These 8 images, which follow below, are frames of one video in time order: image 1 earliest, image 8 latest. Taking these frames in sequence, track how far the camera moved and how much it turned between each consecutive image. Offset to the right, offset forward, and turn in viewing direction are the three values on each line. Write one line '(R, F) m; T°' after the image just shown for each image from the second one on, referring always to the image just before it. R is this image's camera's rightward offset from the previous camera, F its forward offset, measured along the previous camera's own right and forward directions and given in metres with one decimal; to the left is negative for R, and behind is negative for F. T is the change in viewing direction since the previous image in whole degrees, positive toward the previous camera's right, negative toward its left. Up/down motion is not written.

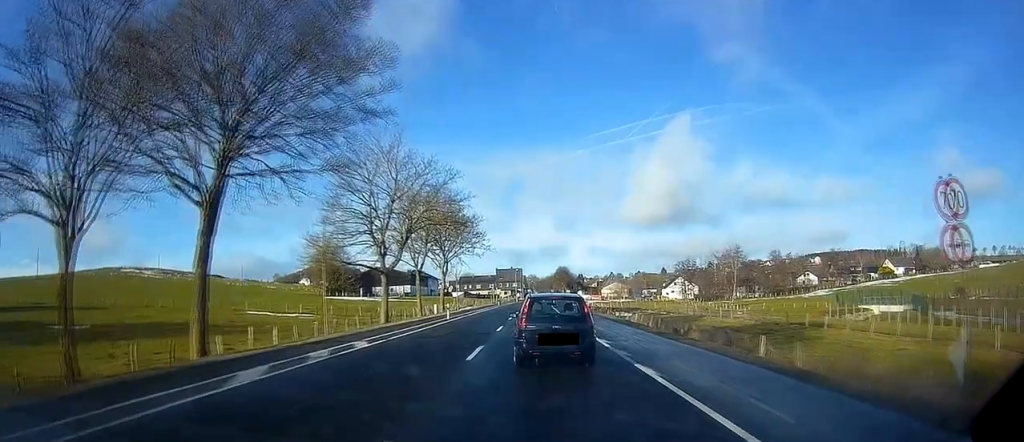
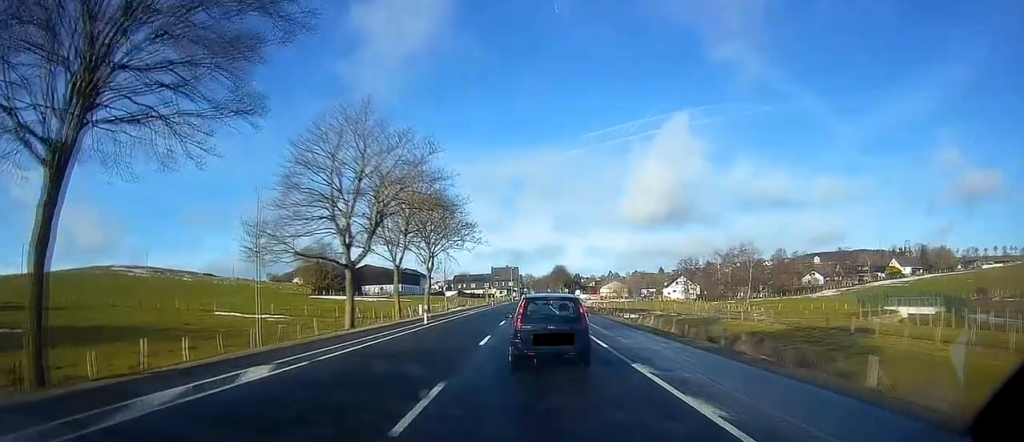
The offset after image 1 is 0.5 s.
(+0.2, +7.9) m; +1°
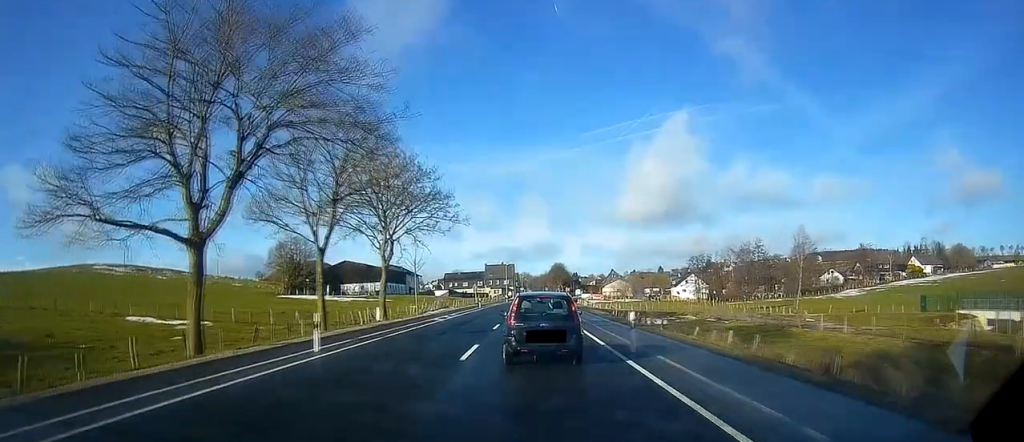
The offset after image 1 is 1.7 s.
(+0.4, +17.1) m; 0°
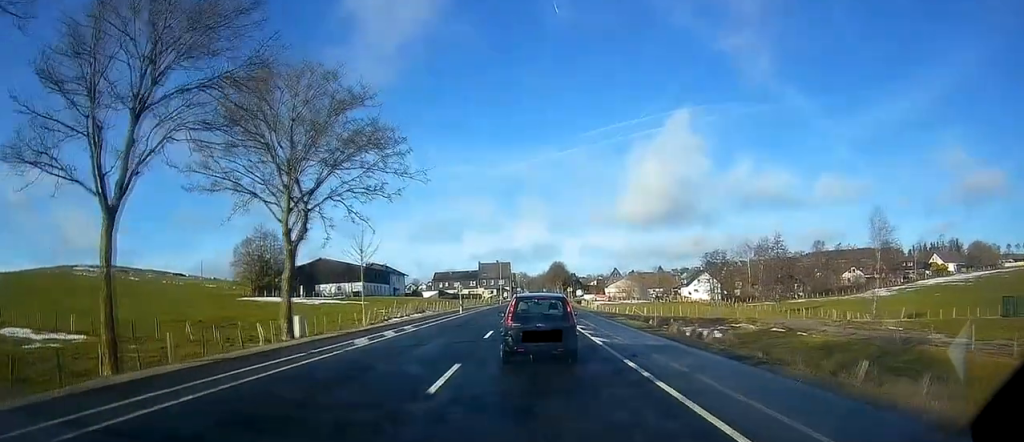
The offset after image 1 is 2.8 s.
(-0.4, +16.9) m; +1°
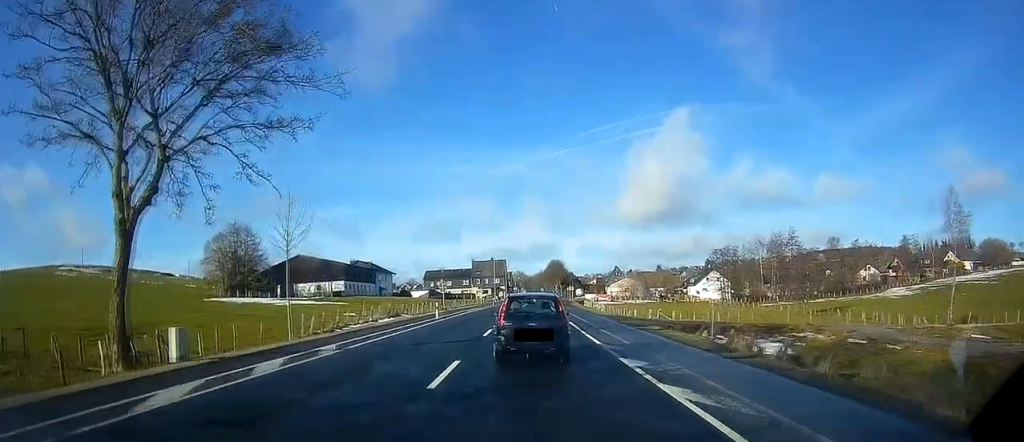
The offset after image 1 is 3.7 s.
(+0.4, +11.6) m; +2°
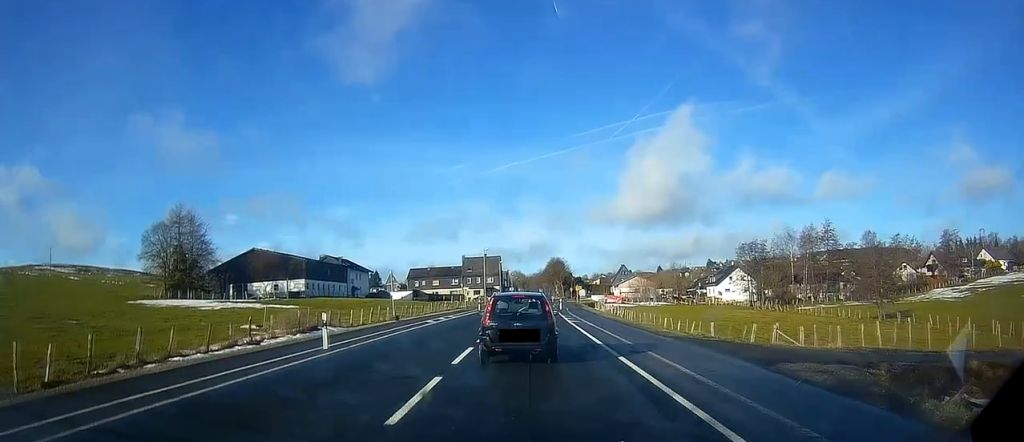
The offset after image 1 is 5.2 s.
(+0.1, +21.4) m; -1°
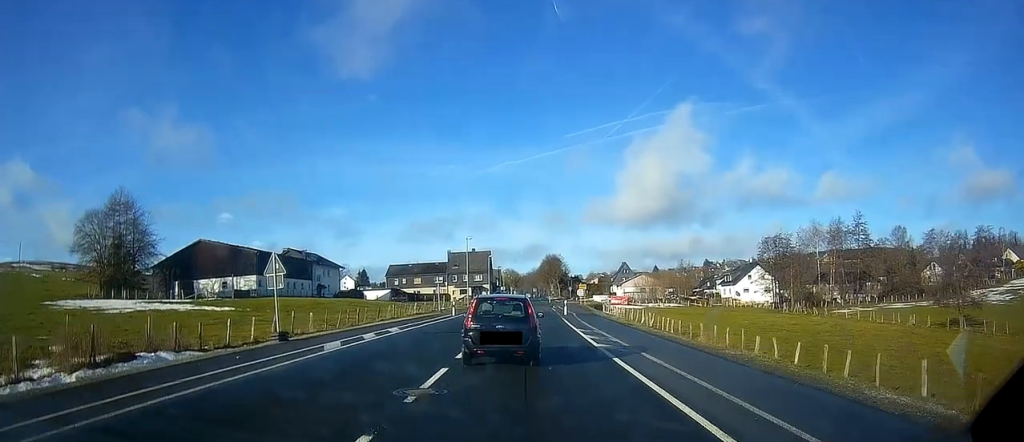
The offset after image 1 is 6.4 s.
(0.0, +17.5) m; 0°
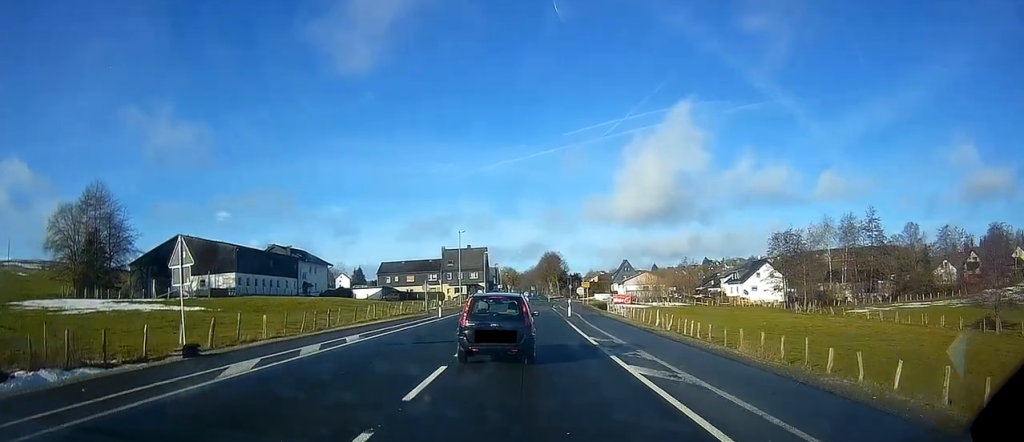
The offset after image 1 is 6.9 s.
(0.0, +6.3) m; 0°
